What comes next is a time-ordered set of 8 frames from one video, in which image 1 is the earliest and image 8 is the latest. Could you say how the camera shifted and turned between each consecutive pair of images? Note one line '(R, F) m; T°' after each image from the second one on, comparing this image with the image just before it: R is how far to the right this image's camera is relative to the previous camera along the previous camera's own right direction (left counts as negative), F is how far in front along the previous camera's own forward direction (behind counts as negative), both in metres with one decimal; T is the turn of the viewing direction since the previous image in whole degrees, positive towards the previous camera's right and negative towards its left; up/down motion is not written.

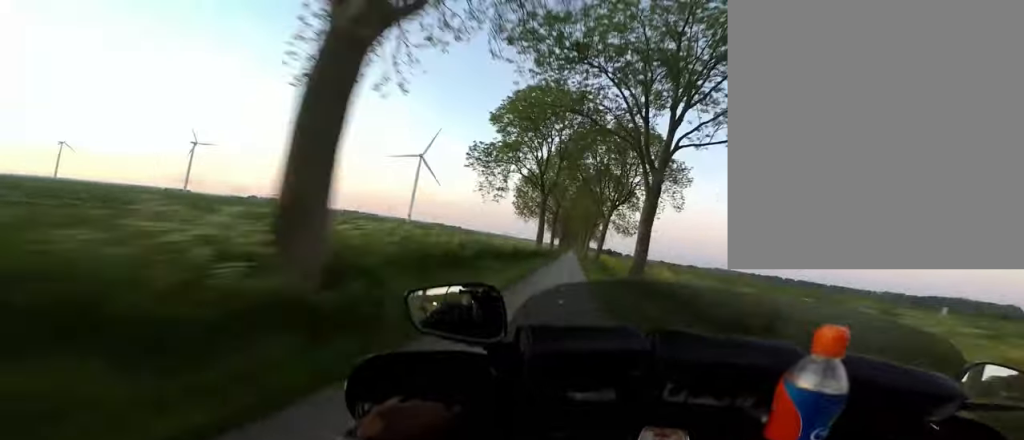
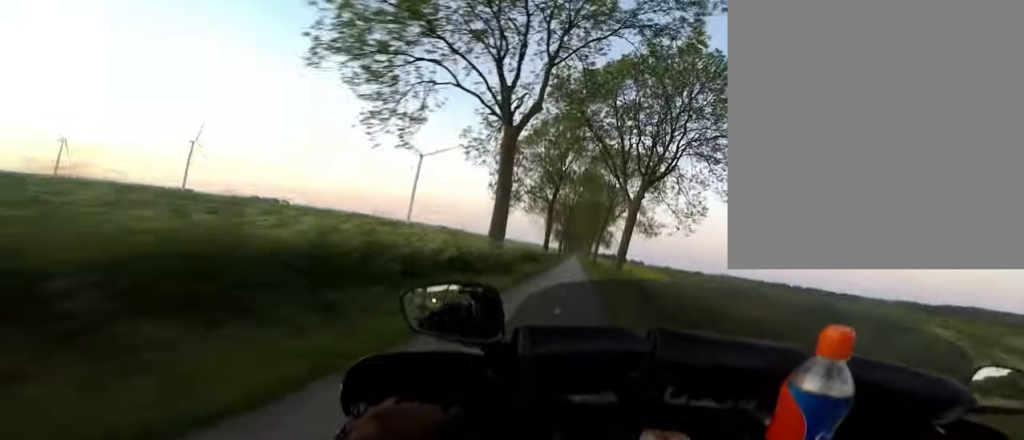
(-0.1, +16.9) m; +2°
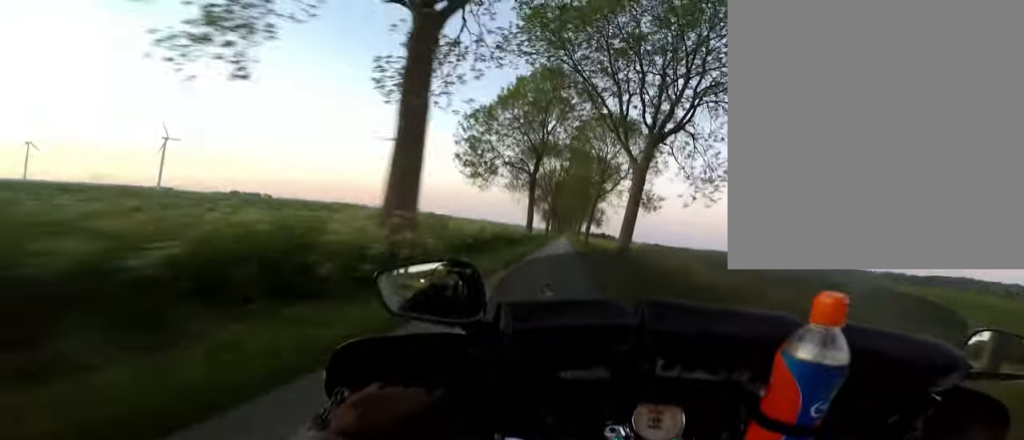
(+0.3, +6.3) m; +1°
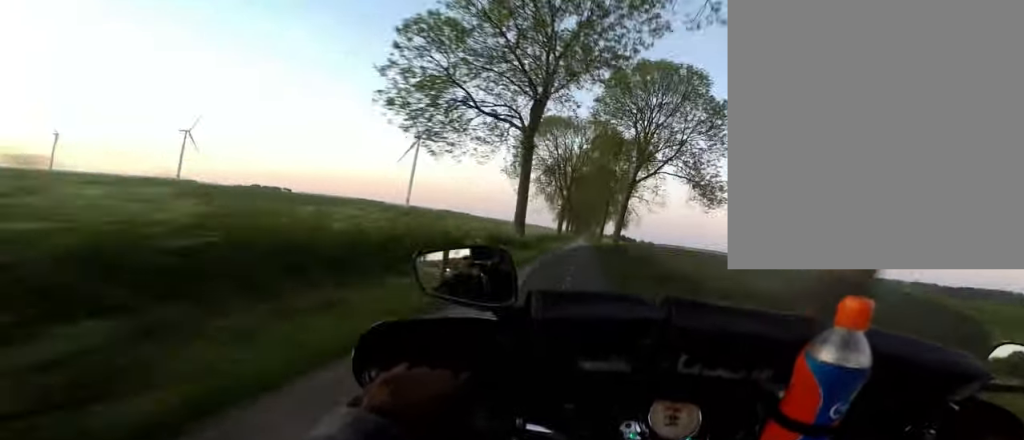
(+0.2, +13.5) m; 0°
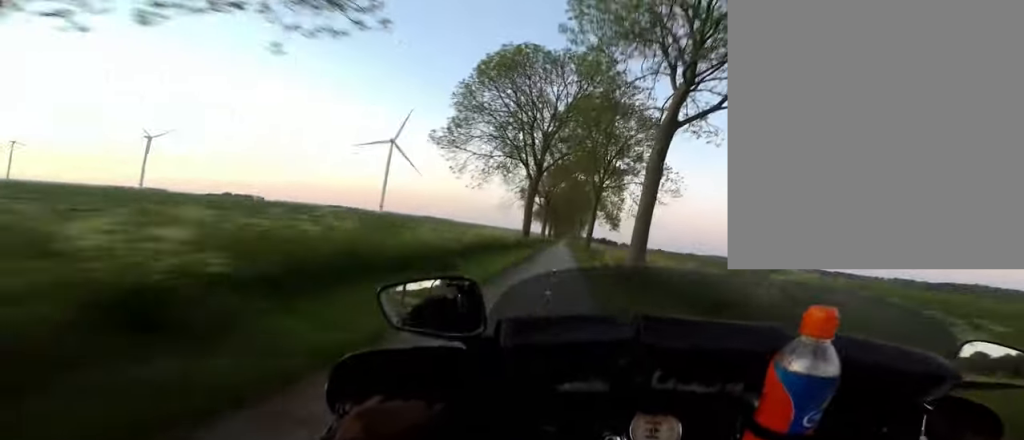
(-0.3, +15.8) m; +1°
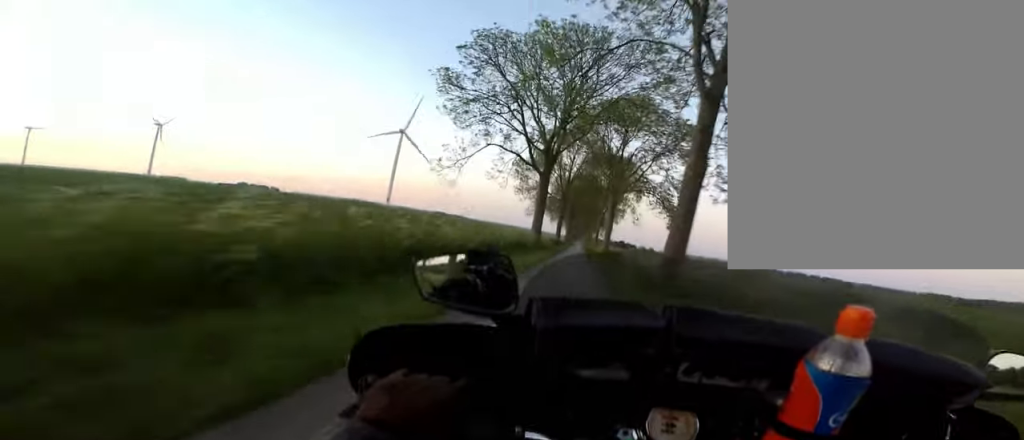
(+0.4, +26.2) m; -1°
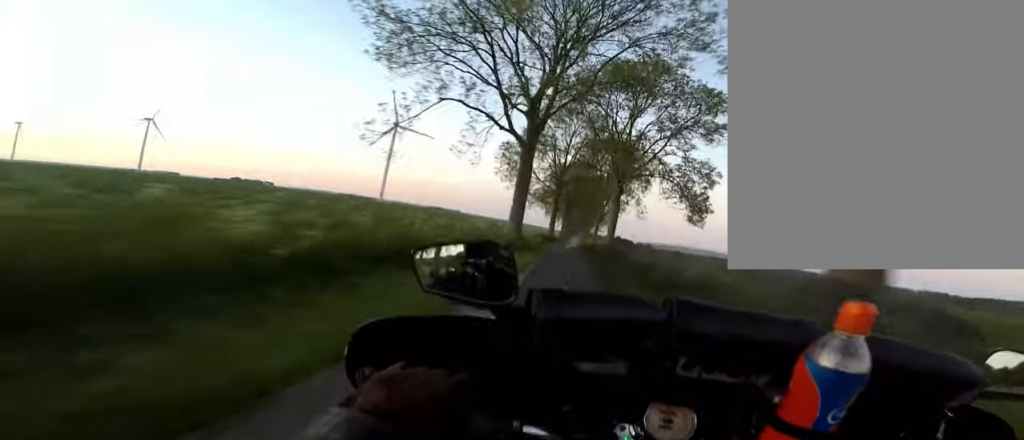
(-0.2, +6.8) m; -1°
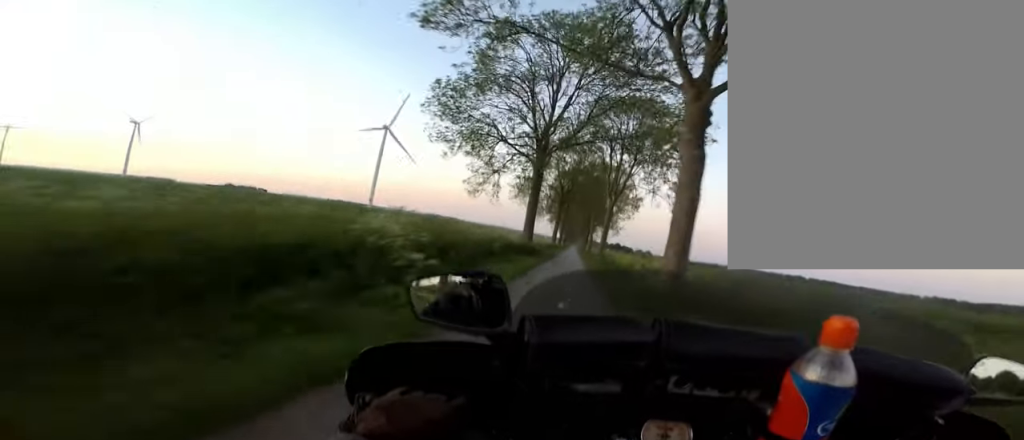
(0.0, +19.0) m; +1°
